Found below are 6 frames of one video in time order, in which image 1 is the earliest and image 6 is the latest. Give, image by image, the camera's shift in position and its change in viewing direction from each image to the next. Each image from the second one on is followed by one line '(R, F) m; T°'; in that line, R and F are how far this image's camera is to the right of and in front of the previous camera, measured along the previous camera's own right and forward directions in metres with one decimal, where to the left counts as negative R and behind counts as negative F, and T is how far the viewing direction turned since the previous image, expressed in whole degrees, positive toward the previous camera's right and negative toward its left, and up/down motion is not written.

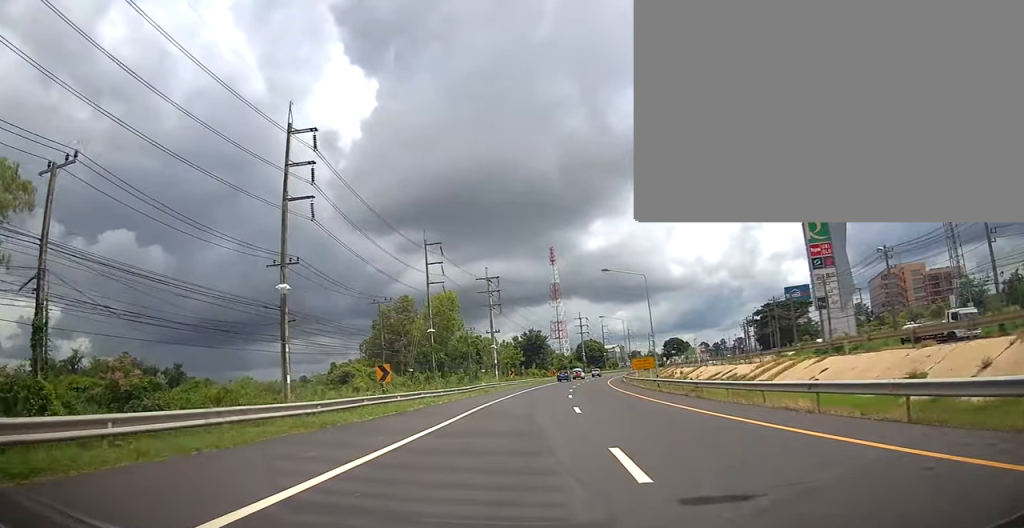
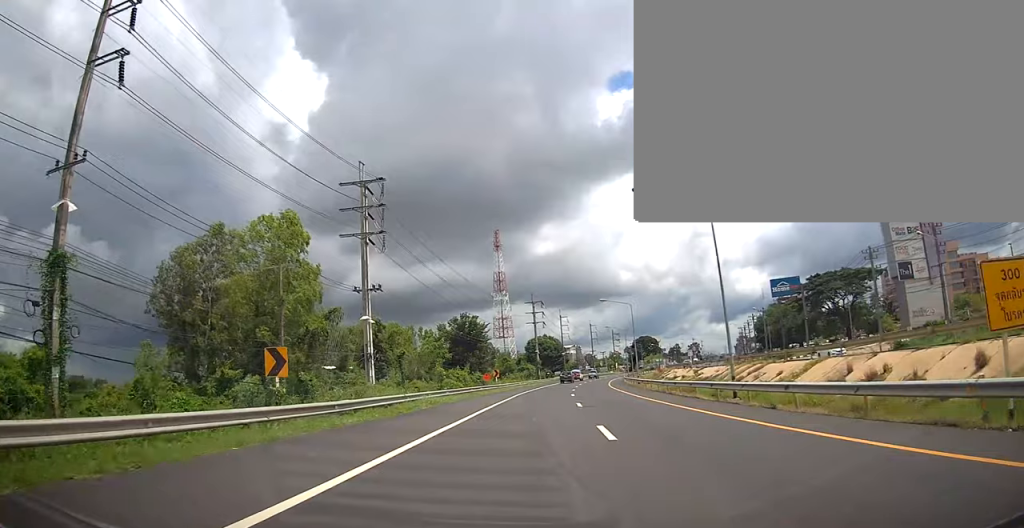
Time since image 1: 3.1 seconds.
(+2.6, +54.9) m; +5°
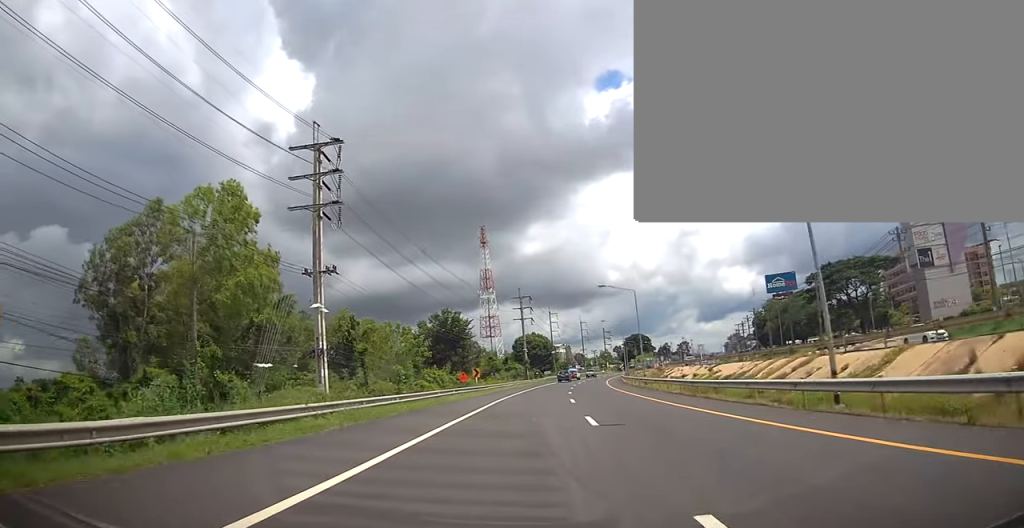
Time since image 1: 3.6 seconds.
(-0.4, +9.1) m; 0°
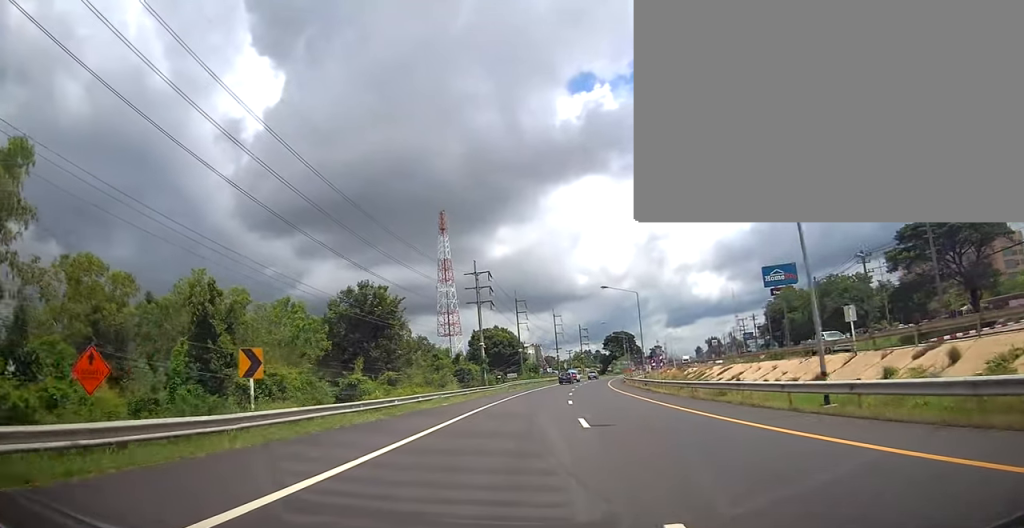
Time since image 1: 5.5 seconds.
(+1.1, +35.9) m; +5°
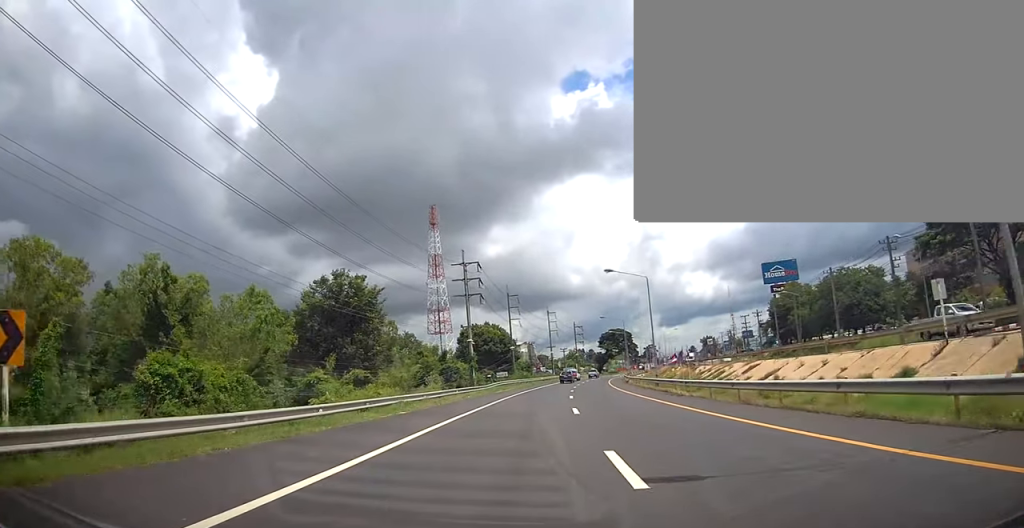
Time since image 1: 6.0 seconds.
(-0.2, +7.5) m; +1°
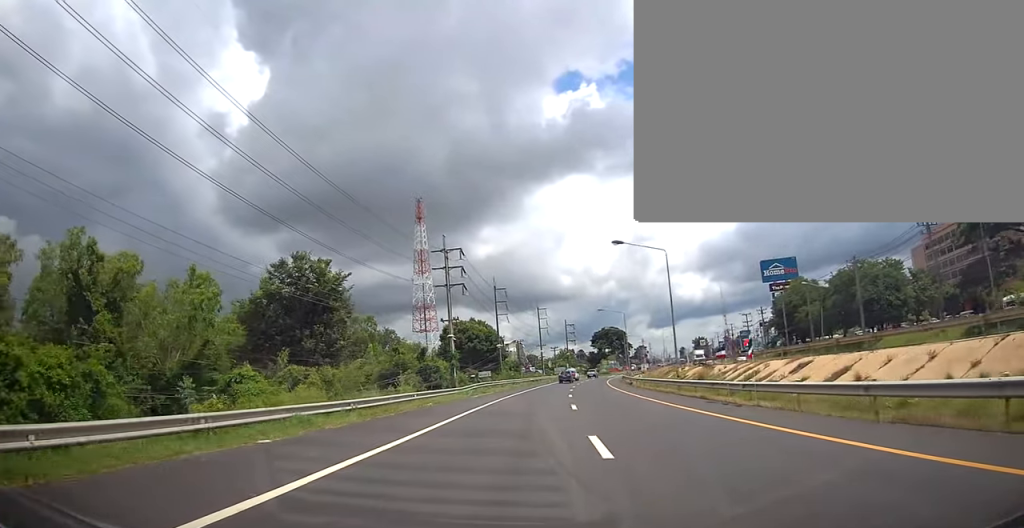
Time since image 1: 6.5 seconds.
(+0.4, +9.6) m; +1°
